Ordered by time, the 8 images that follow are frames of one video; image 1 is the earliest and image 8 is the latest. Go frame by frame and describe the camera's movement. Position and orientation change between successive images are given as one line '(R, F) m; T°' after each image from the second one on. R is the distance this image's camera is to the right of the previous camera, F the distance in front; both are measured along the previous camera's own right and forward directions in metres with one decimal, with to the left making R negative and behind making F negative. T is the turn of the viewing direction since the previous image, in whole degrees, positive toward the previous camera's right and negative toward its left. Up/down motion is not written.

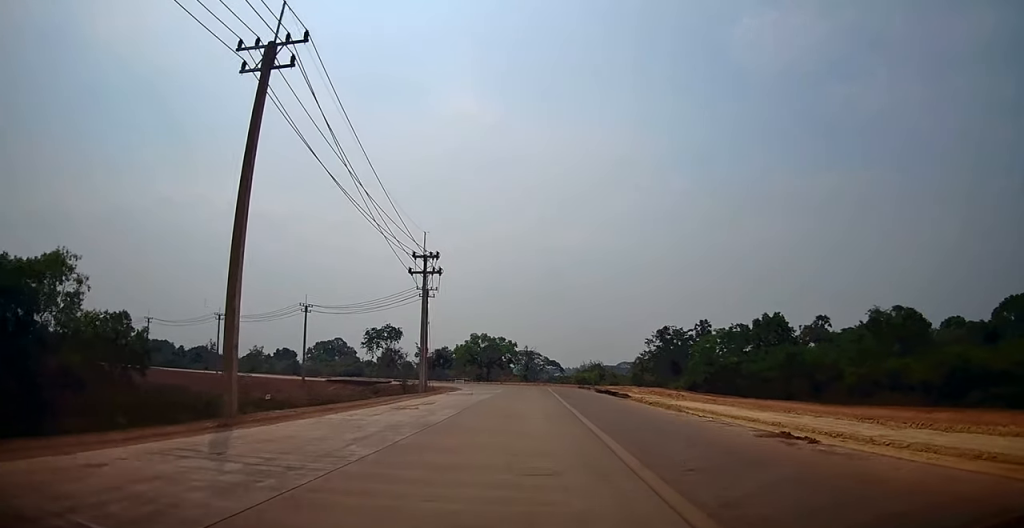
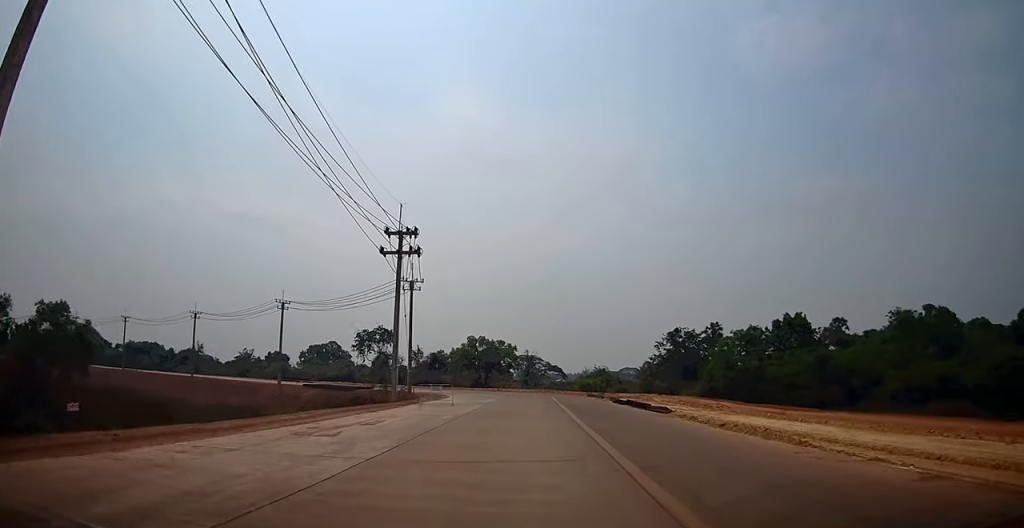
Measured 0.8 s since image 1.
(-0.1, +8.2) m; -1°
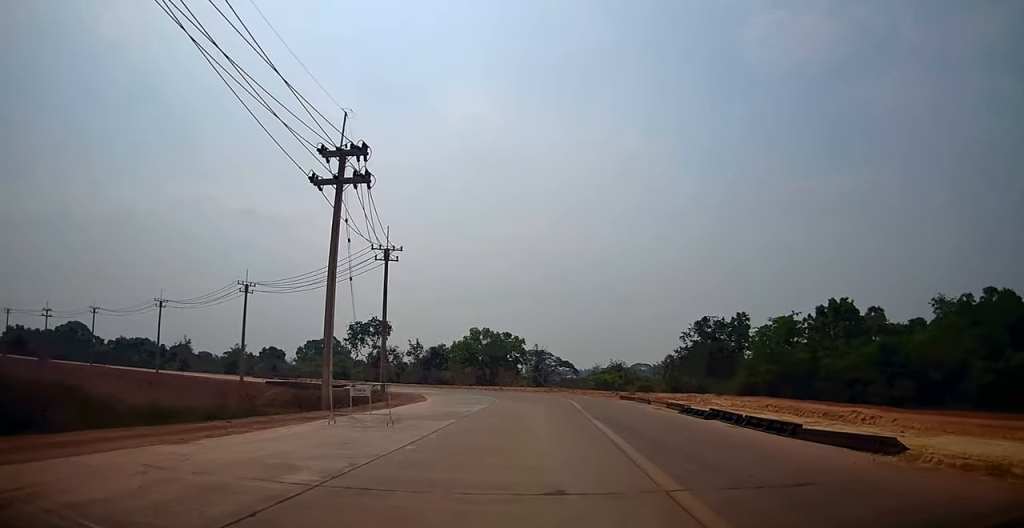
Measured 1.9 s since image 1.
(0.0, +12.4) m; -1°
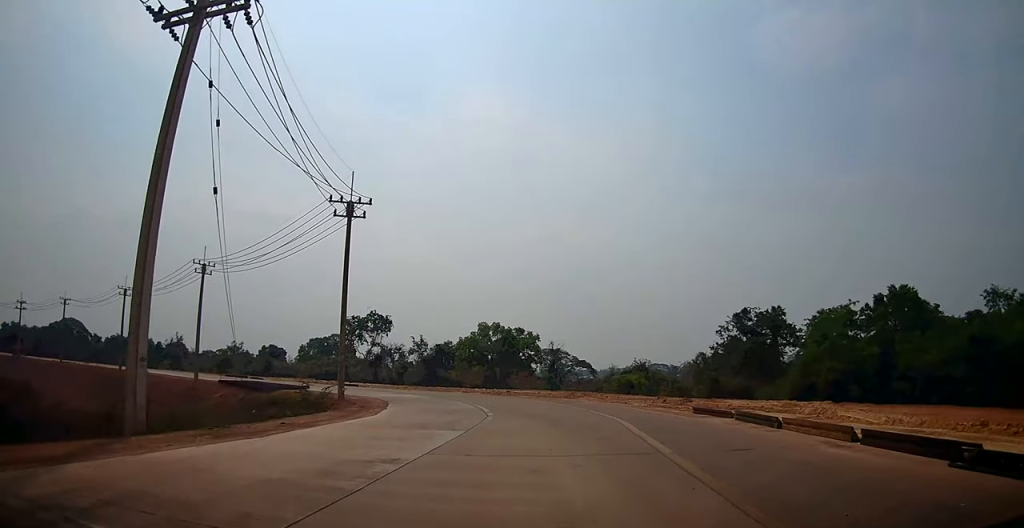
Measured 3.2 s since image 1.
(-0.3, +12.4) m; -3°
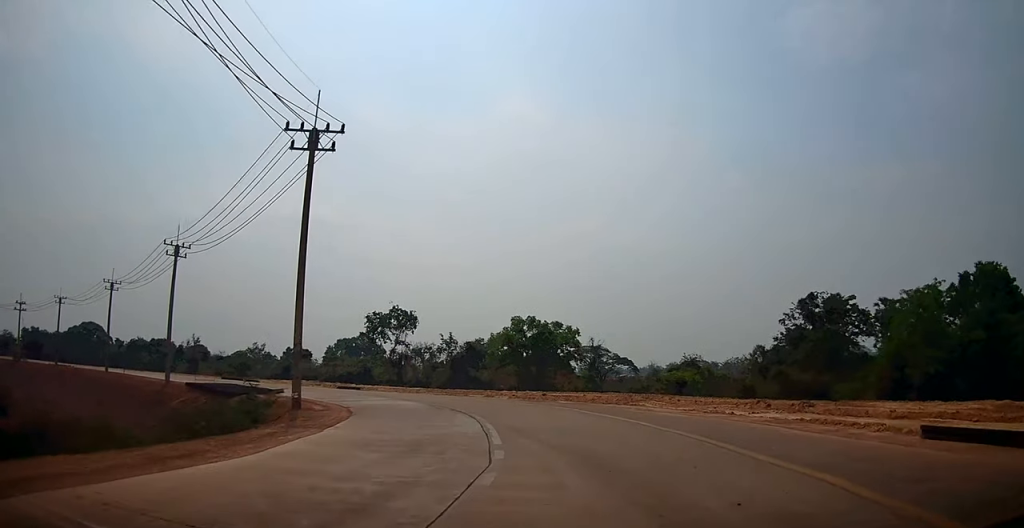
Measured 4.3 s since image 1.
(-0.3, +10.7) m; -1°
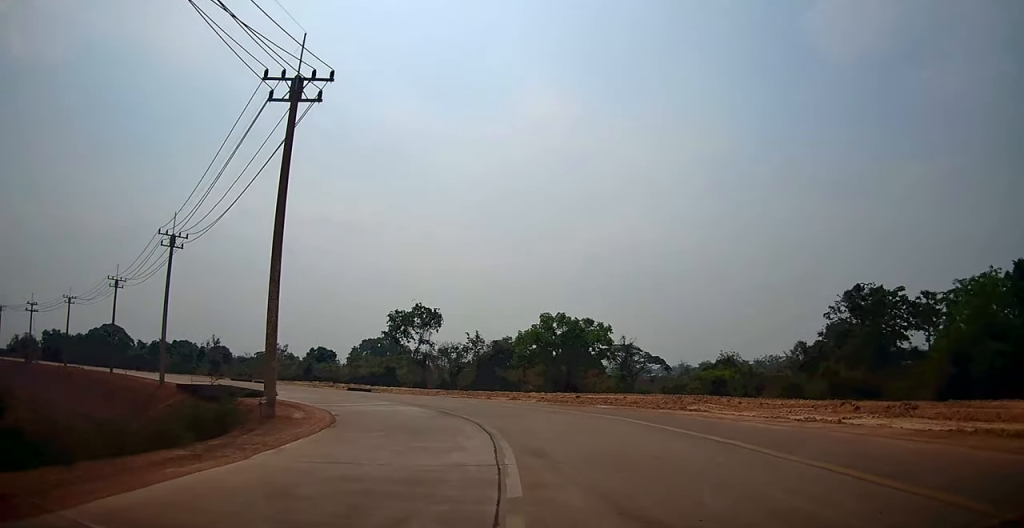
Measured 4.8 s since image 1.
(0.0, +4.5) m; -2°
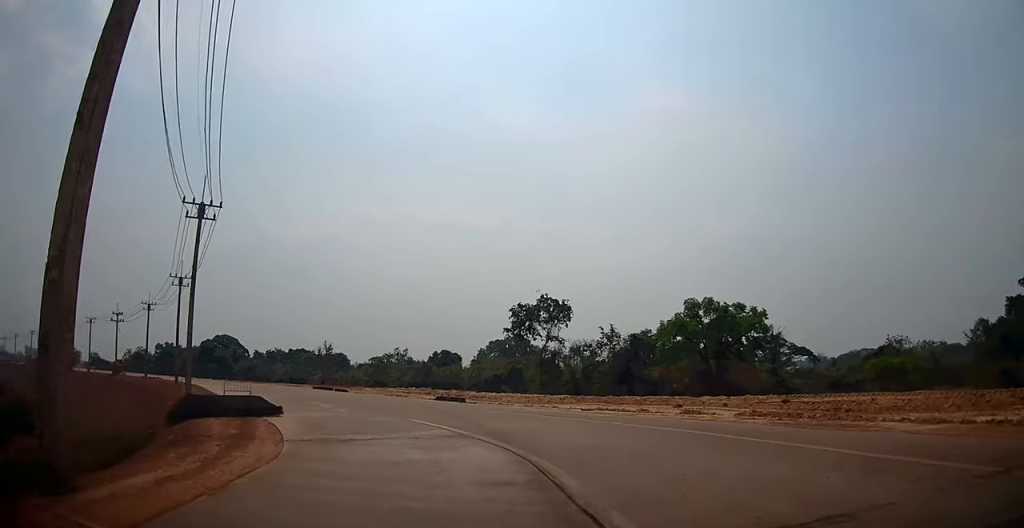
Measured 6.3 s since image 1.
(-1.0, +12.3) m; -12°
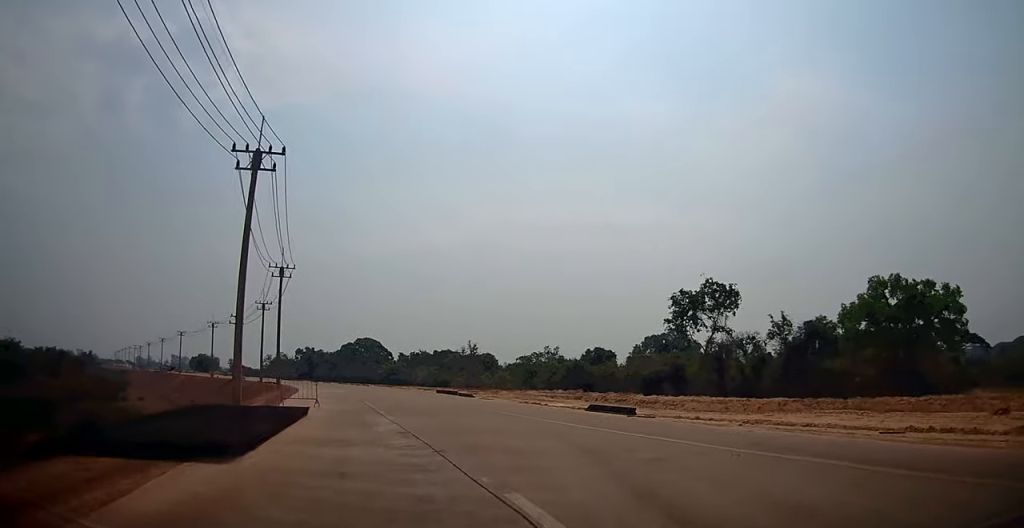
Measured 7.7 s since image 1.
(-0.9, +10.2) m; -12°
